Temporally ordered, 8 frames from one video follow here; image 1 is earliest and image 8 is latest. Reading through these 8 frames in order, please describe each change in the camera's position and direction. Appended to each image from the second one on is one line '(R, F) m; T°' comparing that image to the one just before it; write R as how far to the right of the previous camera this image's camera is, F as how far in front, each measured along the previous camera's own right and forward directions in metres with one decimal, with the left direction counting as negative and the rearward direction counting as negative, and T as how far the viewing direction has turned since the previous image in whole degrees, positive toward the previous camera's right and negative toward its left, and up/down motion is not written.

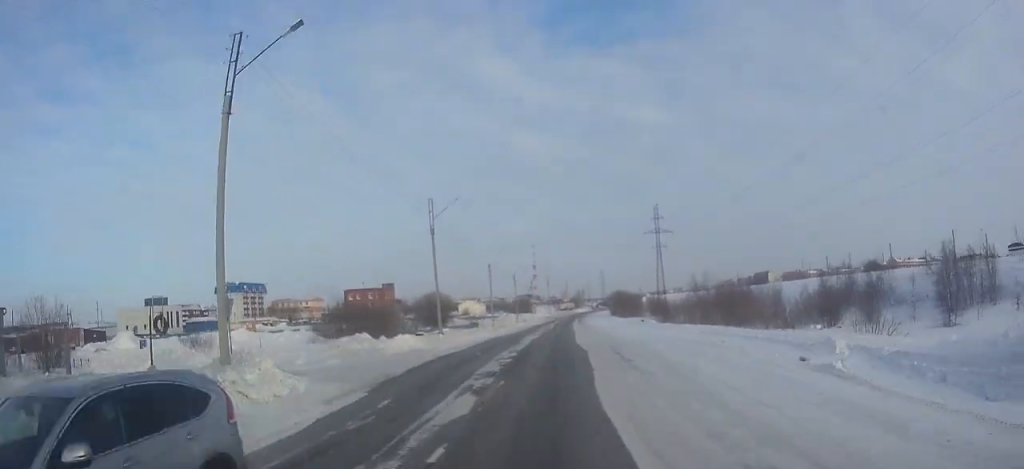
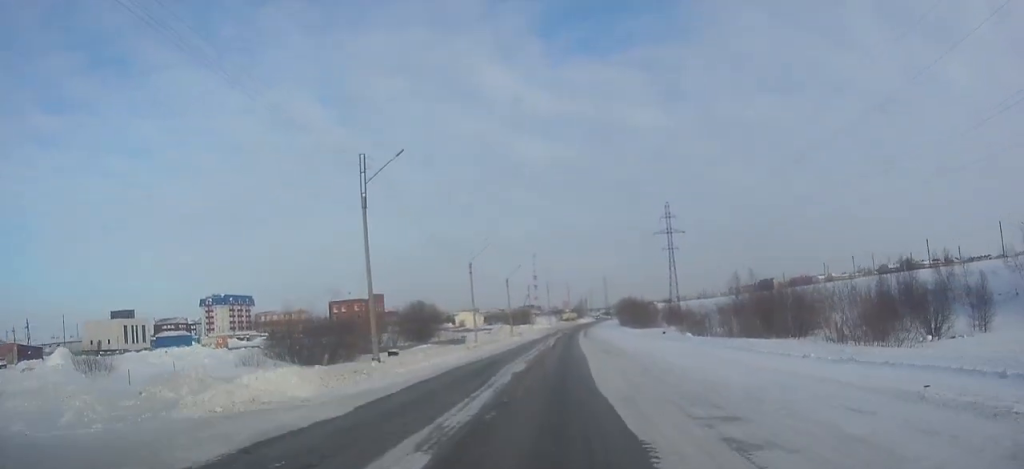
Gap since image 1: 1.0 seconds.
(0.0, +17.8) m; 0°
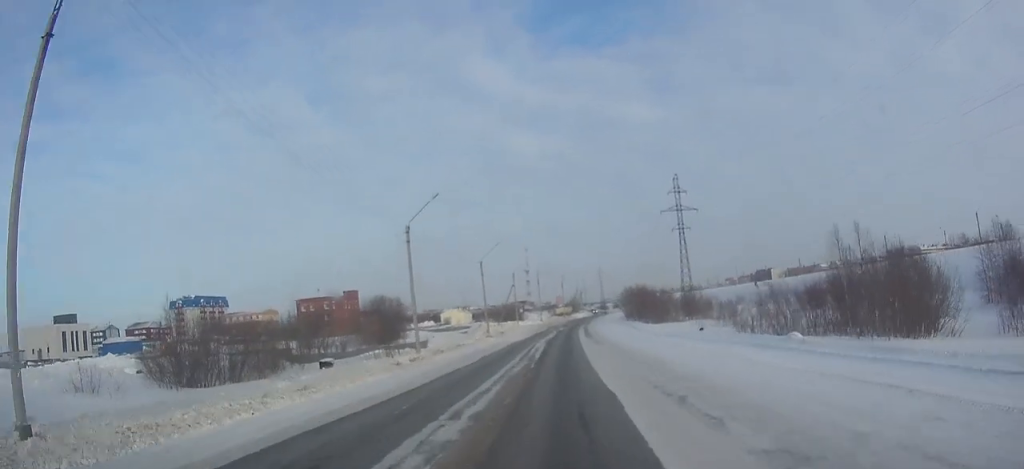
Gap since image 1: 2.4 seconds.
(+0.1, +23.4) m; 0°
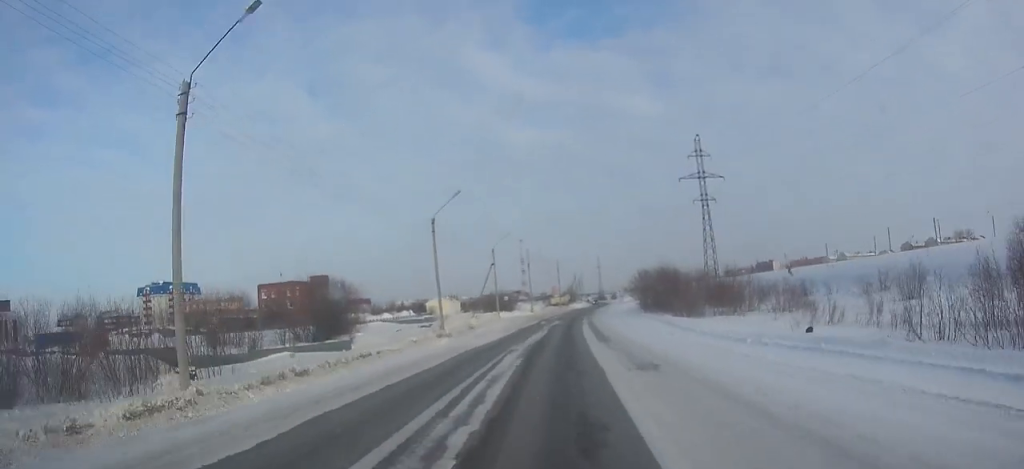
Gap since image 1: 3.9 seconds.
(+0.2, +25.2) m; +1°
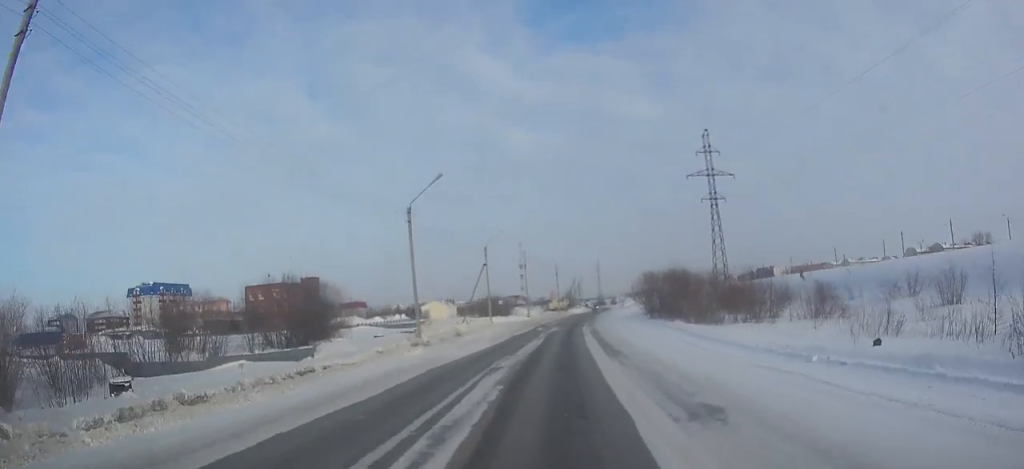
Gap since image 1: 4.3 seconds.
(0.0, +7.2) m; 0°
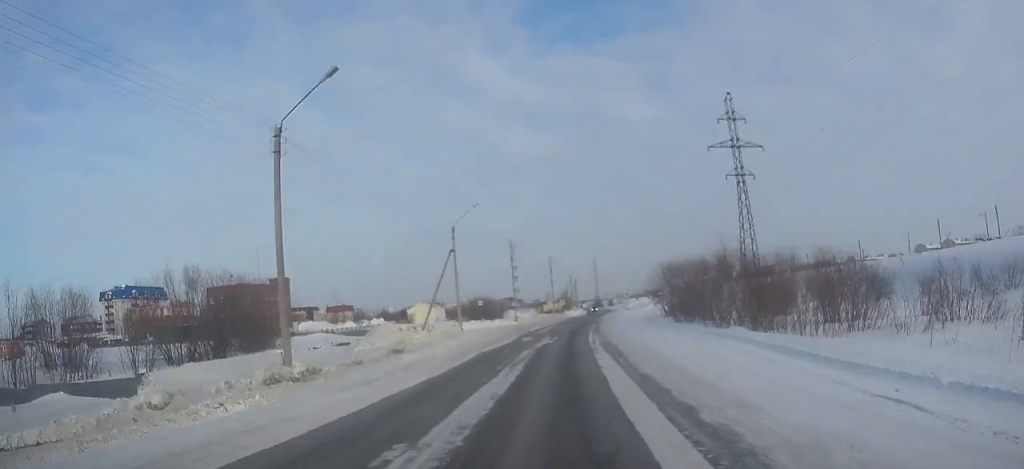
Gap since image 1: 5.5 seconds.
(+0.1, +18.7) m; 0°
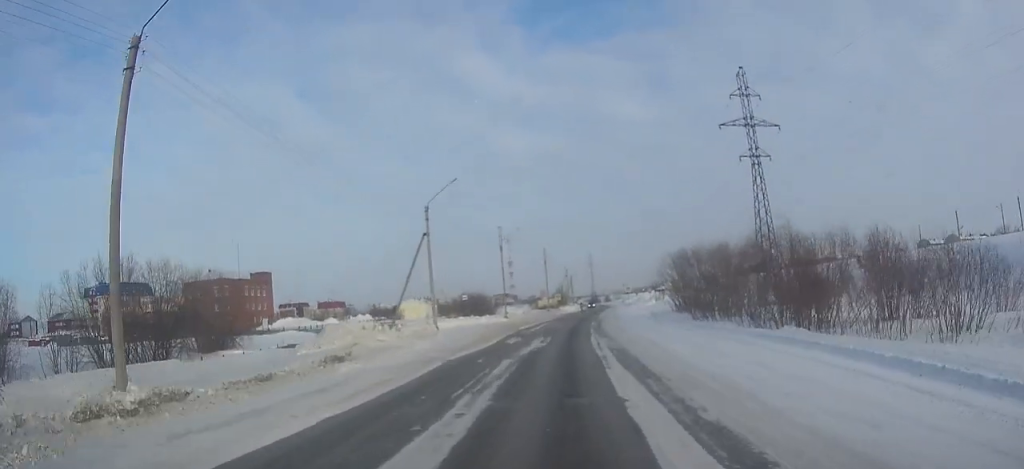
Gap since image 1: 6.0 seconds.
(0.0, +8.8) m; 0°
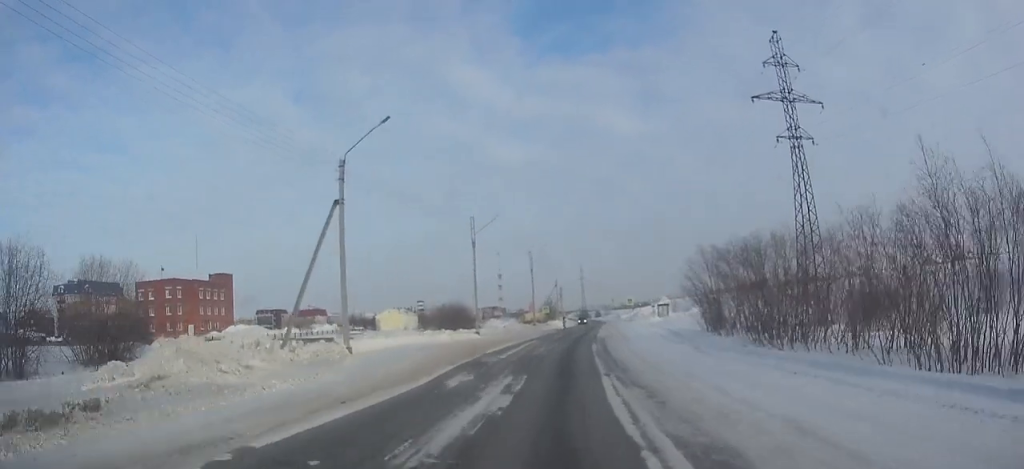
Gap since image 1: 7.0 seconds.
(+0.1, +16.3) m; +1°
